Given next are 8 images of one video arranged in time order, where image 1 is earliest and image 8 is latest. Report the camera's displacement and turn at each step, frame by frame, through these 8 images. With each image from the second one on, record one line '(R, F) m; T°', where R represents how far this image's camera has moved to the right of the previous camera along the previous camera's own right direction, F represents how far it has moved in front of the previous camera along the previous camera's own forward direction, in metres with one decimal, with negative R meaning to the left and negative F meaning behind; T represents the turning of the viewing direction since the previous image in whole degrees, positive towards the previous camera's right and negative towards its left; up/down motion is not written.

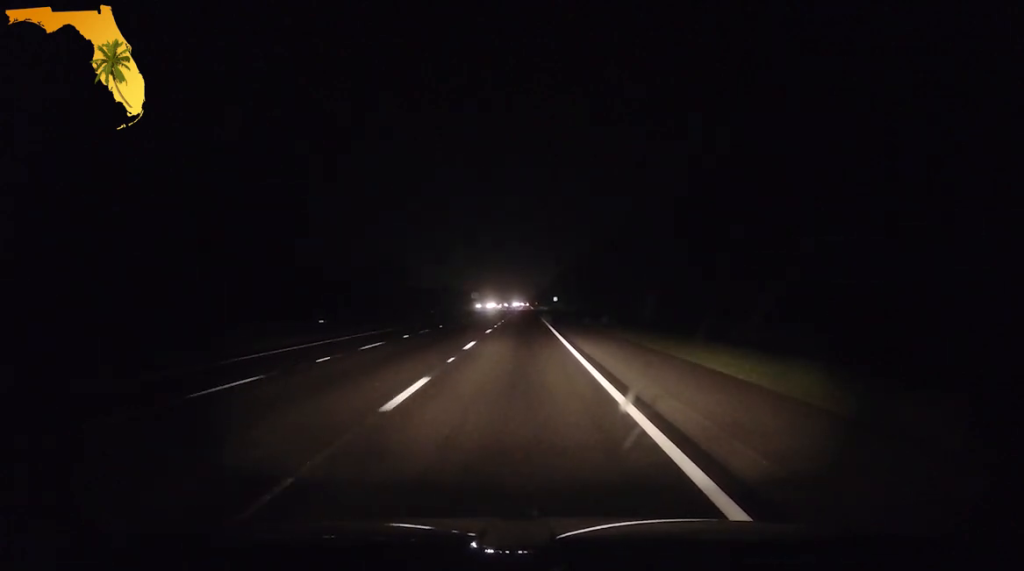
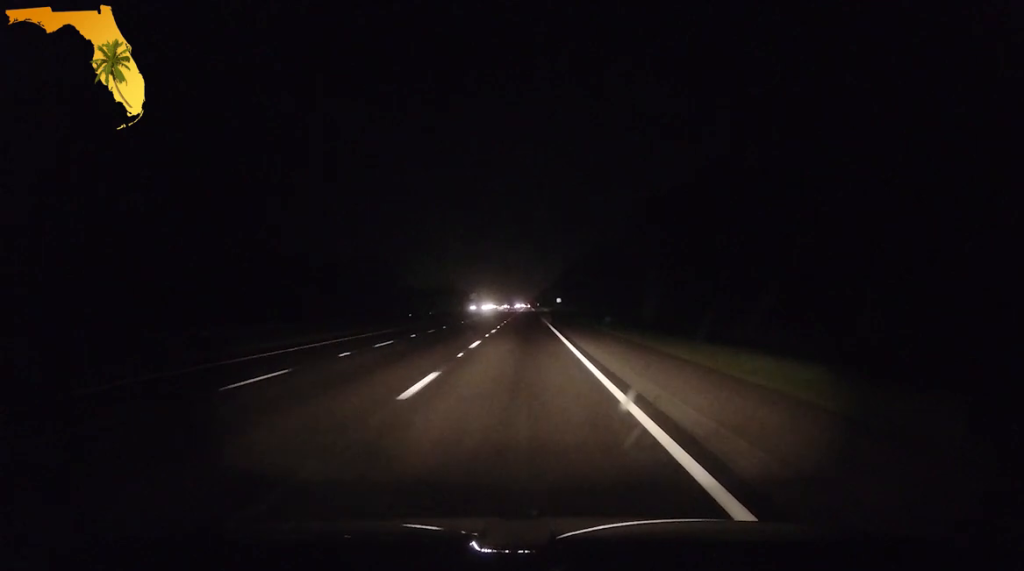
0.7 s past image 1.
(0.0, +22.7) m; 0°
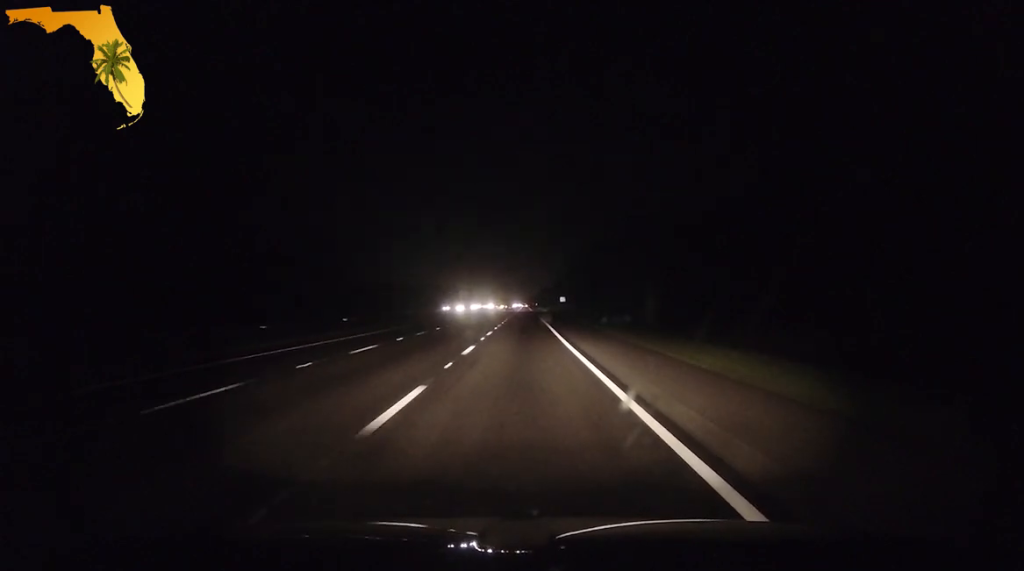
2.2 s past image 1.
(+0.2, +51.2) m; 0°
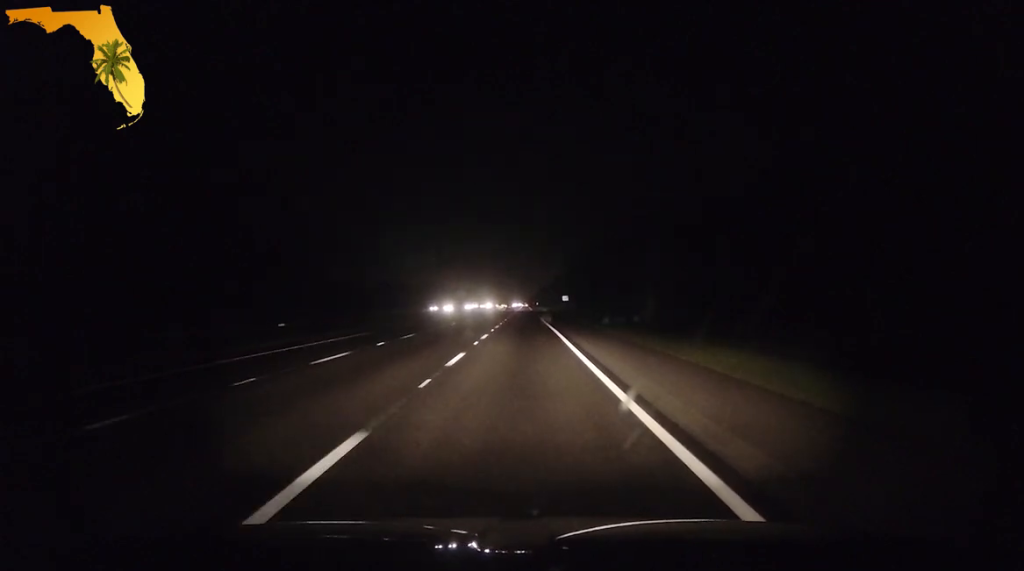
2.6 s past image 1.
(-0.1, +15.8) m; 0°
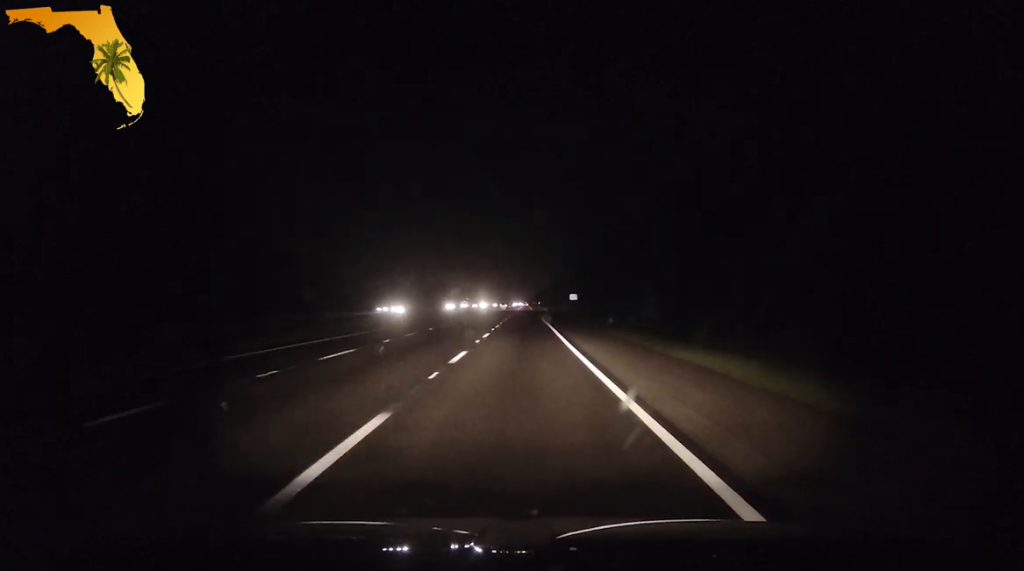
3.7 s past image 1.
(-0.1, +35.0) m; 0°
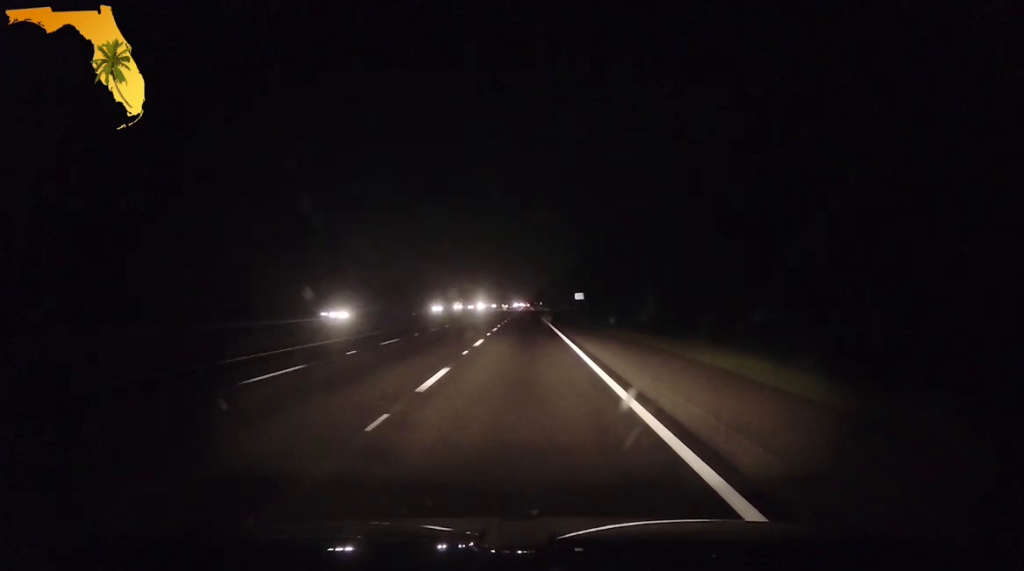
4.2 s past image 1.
(+0.1, +17.0) m; 0°
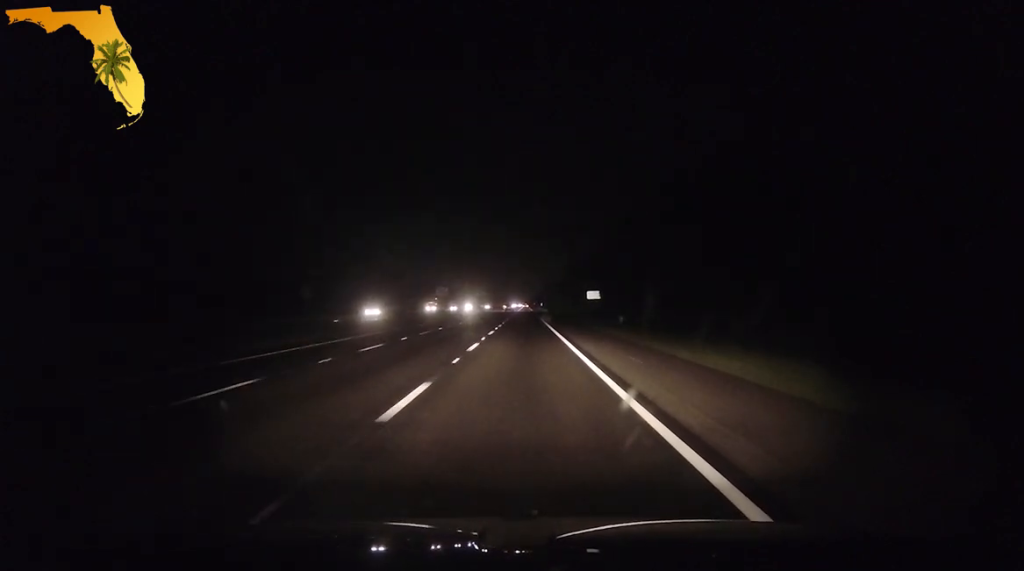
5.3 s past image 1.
(0.0, +38.4) m; 0°
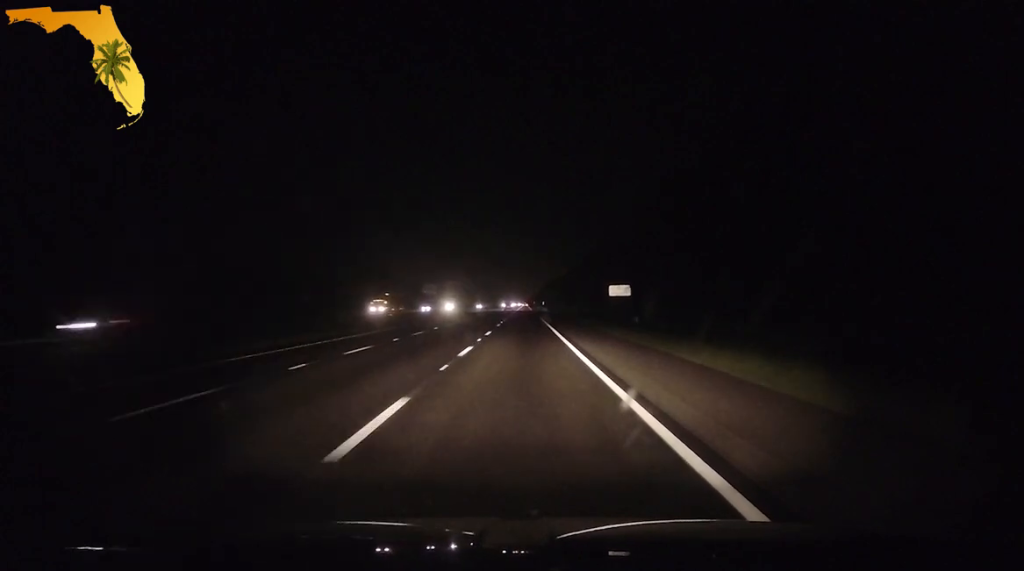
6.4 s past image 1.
(-0.2, +37.3) m; 0°
